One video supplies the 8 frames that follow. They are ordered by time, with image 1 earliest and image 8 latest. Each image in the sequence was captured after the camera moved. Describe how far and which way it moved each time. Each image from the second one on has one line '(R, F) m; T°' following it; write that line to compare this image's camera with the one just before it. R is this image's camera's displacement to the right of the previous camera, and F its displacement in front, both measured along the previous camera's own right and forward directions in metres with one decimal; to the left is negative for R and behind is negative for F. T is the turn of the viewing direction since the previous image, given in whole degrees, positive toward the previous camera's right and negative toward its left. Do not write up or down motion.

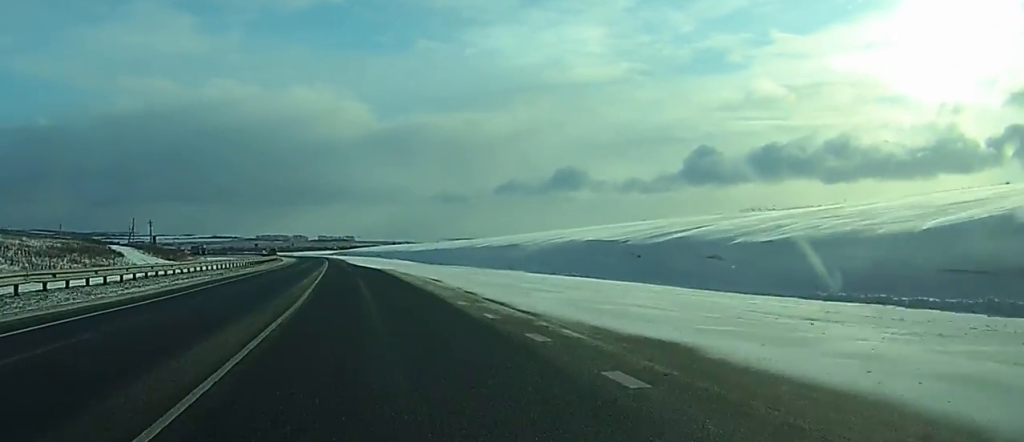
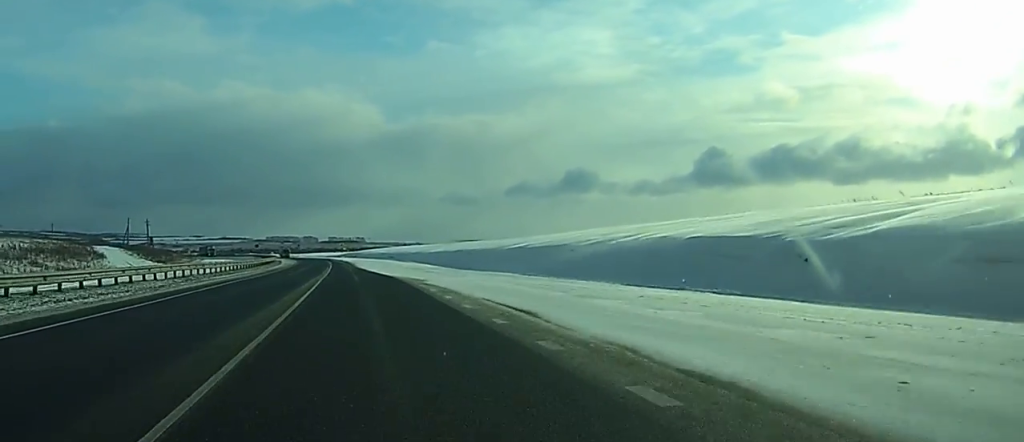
(0.0, +16.2) m; 0°
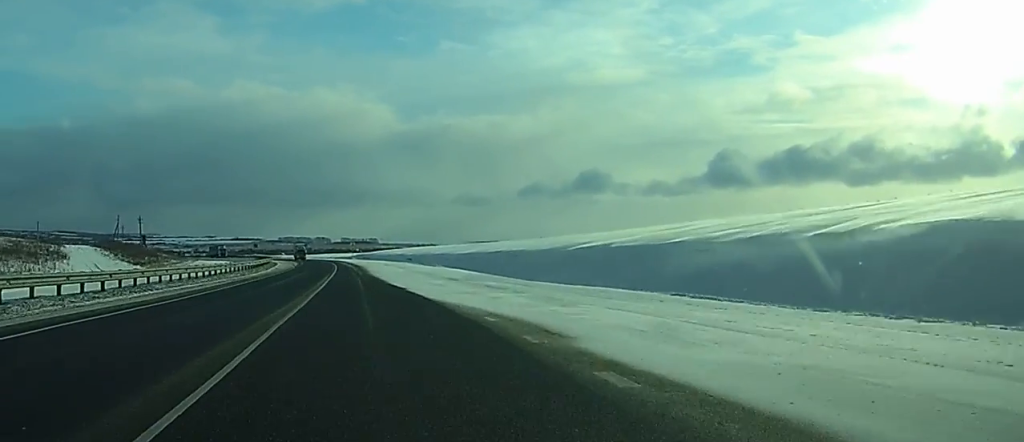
(0.0, +22.2) m; 0°
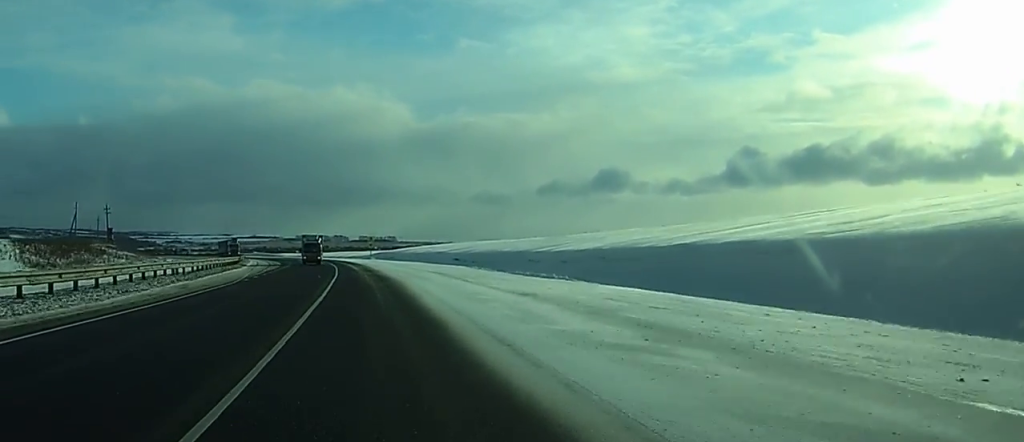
(-0.8, +44.9) m; -2°
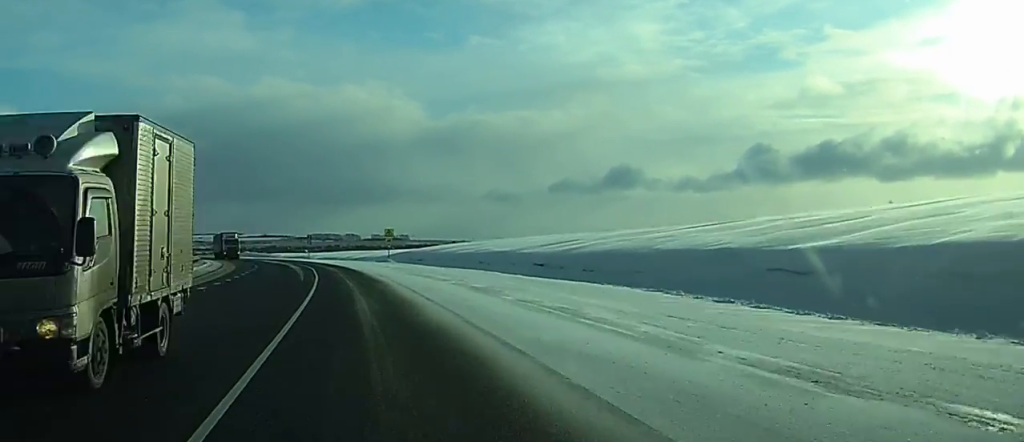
(-0.4, +39.1) m; -1°
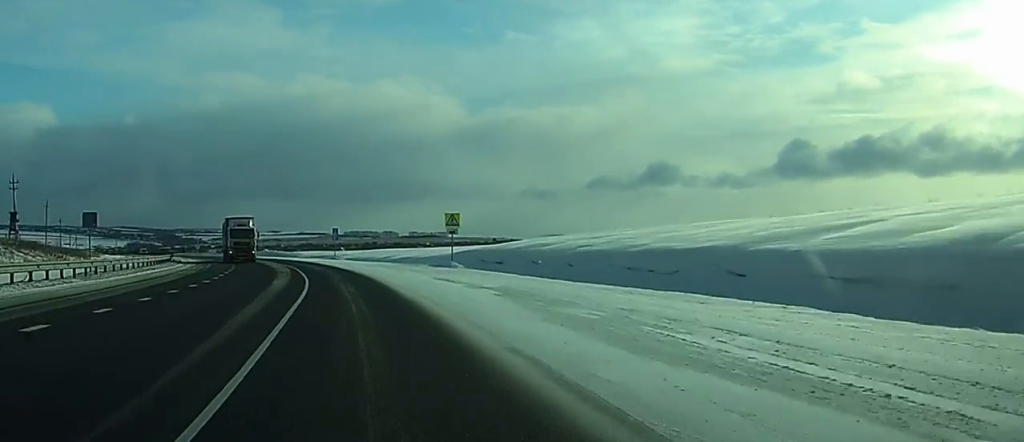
(-0.2, +32.1) m; -1°
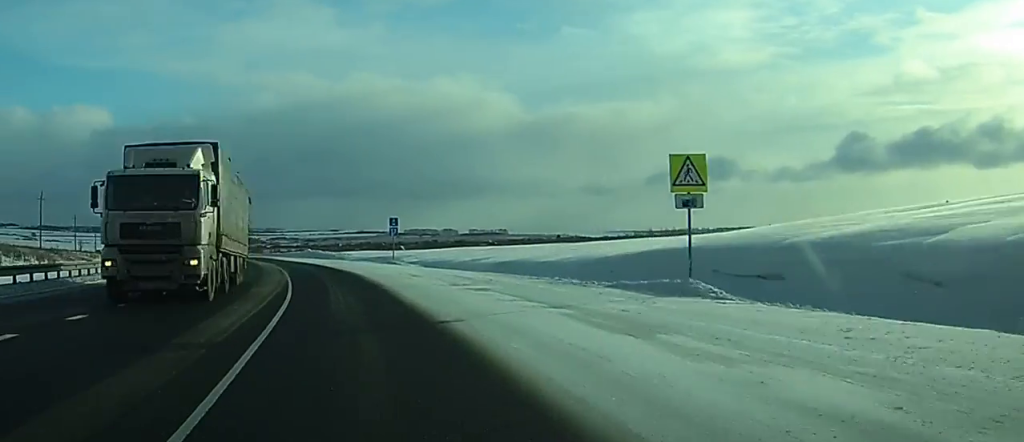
(-0.6, +33.7) m; -3°
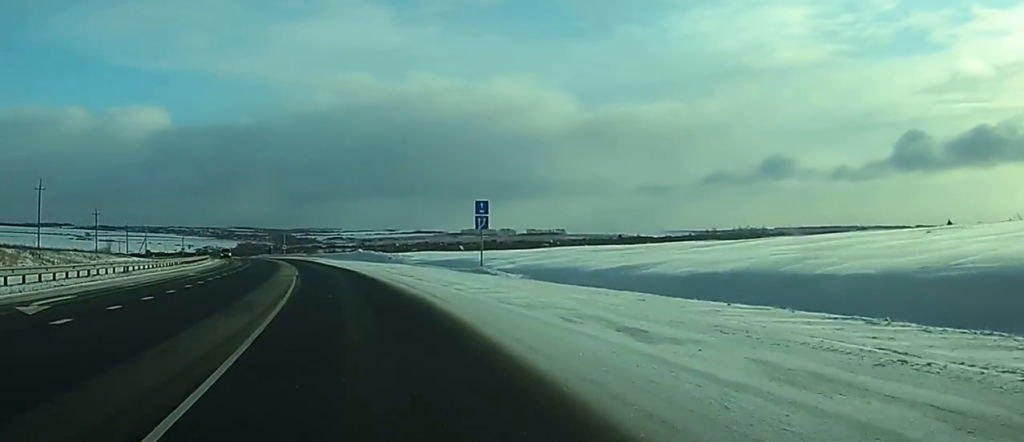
(-0.5, +25.9) m; -2°
